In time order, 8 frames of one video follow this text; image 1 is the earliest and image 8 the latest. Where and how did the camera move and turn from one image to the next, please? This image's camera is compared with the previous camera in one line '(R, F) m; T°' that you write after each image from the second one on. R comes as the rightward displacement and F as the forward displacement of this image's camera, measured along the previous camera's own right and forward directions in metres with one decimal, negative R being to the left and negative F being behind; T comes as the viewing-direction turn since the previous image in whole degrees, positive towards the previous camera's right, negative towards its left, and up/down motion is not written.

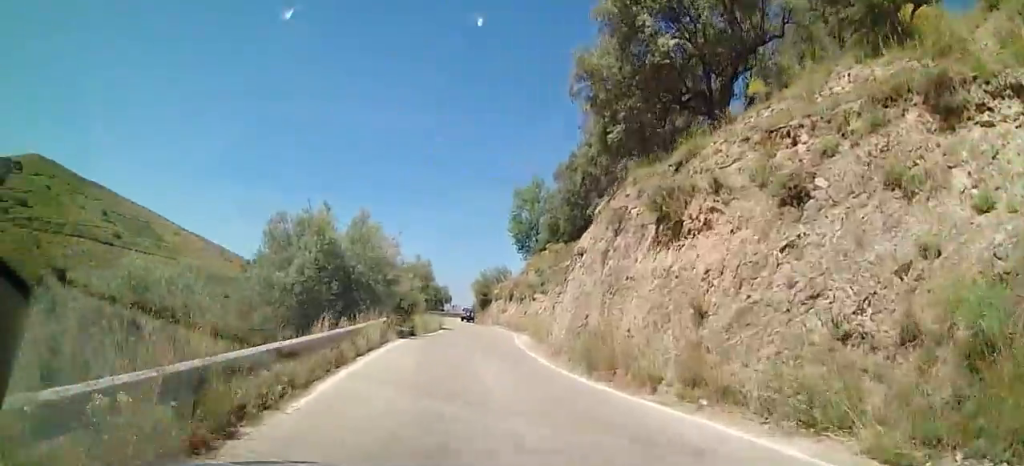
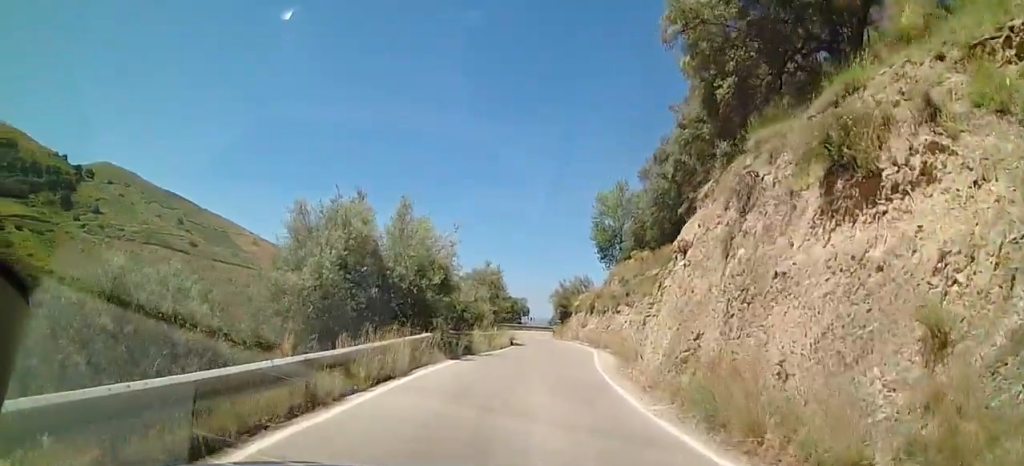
(-0.6, +3.3) m; -9°
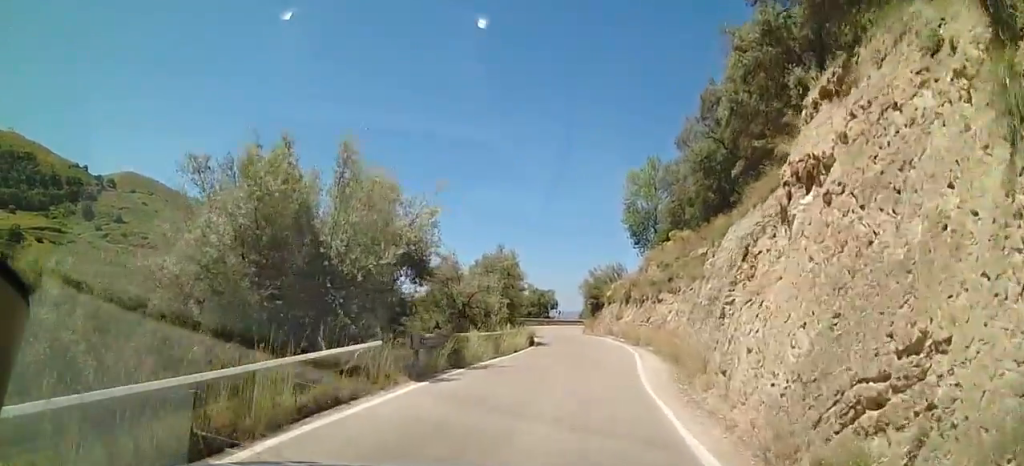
(-0.4, +4.8) m; -10°
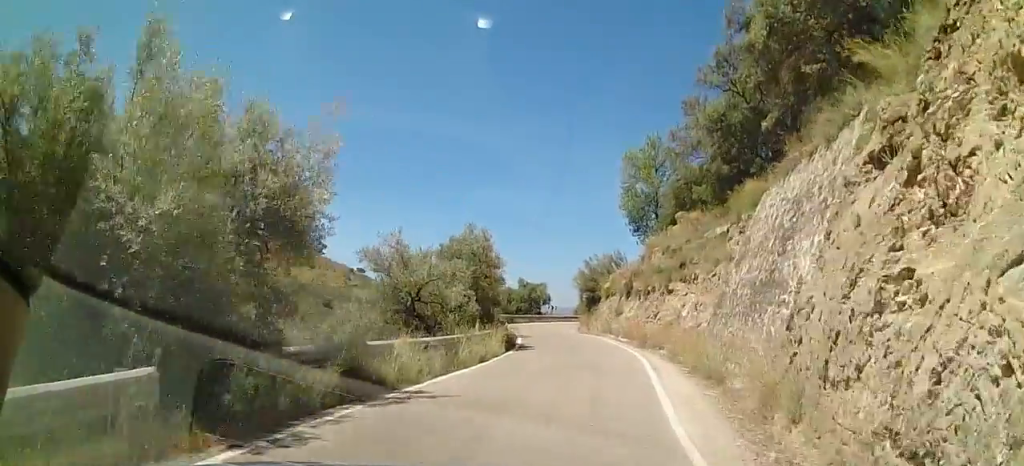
(-0.1, +4.7) m; -6°
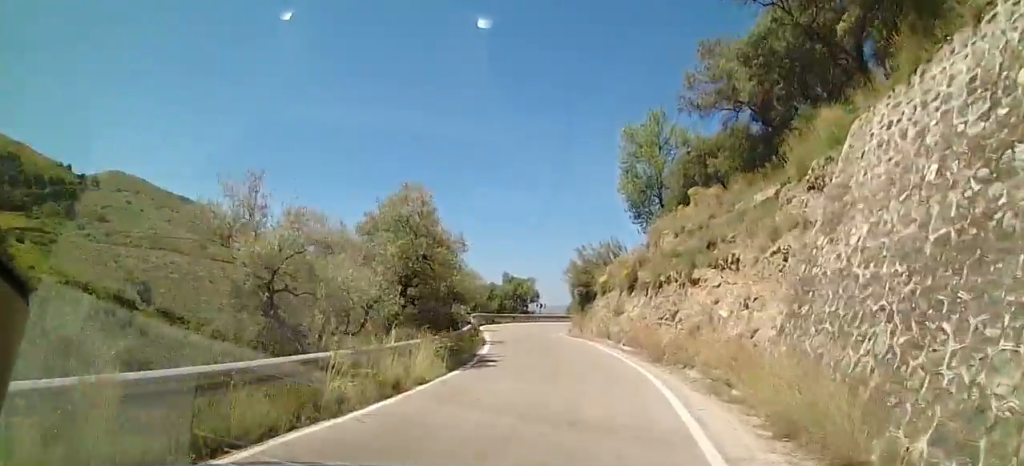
(-0.8, +6.7) m; 0°
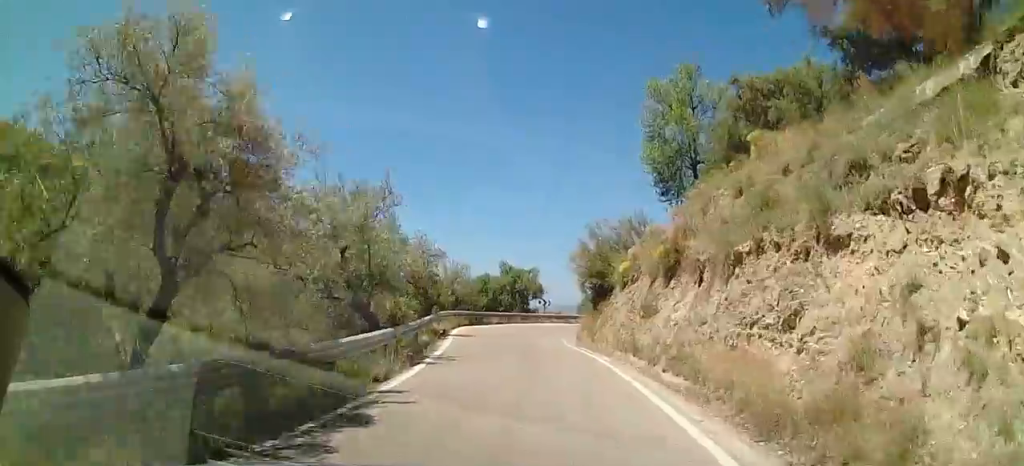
(+1.0, +10.4) m; +2°
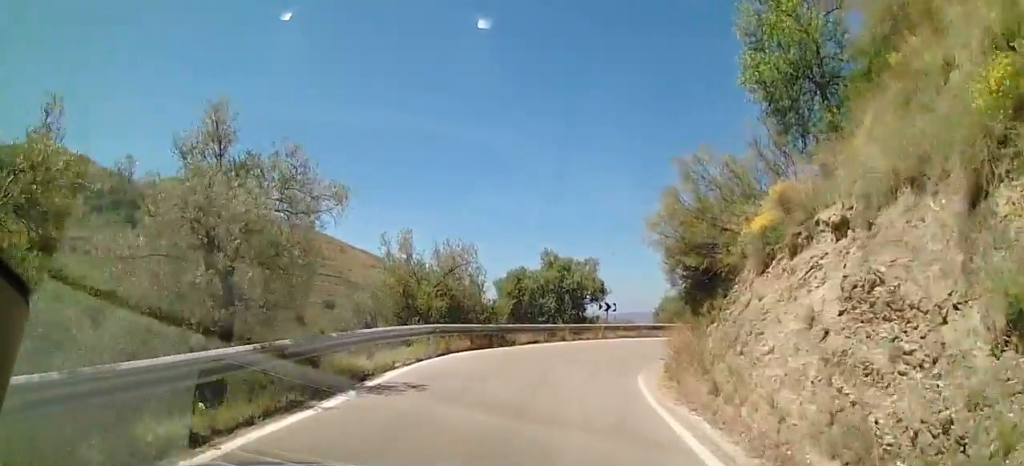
(-1.3, +14.8) m; -8°
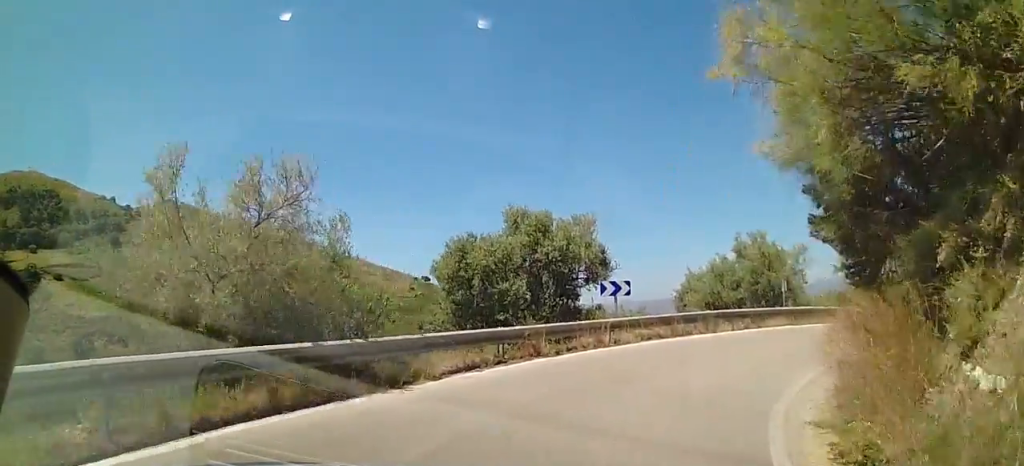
(-0.1, +12.2) m; +7°
